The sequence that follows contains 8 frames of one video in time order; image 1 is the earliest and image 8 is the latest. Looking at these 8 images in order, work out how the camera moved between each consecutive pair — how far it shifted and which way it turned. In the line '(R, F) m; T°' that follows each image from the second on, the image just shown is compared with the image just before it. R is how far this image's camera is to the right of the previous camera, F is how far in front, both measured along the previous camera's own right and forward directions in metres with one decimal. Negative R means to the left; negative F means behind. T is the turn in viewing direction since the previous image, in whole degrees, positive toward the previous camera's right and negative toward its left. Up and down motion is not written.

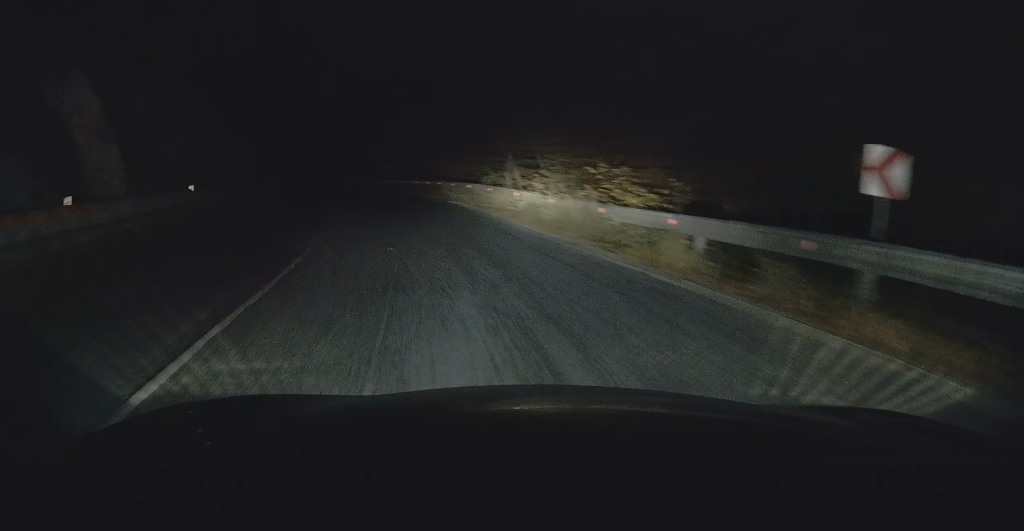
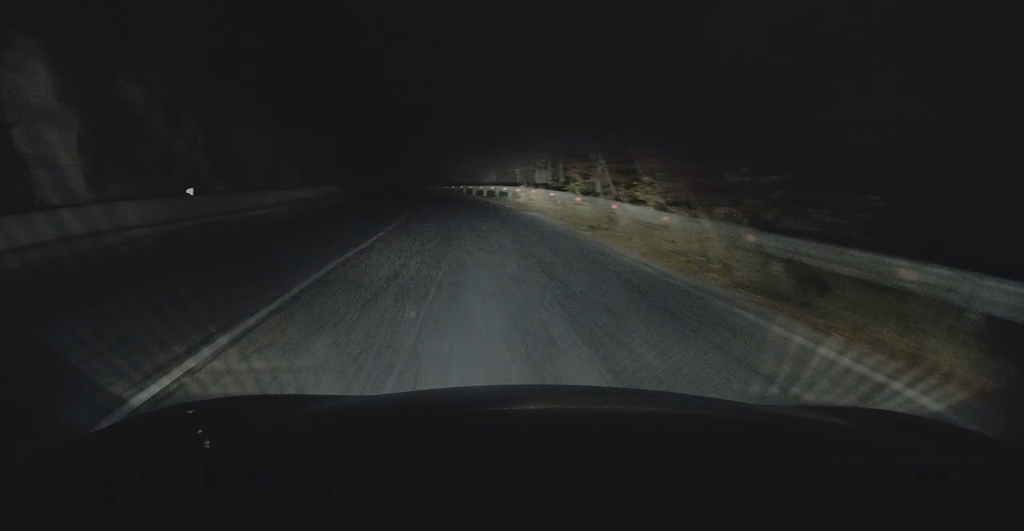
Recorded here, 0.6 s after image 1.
(-0.4, +5.2) m; -10°
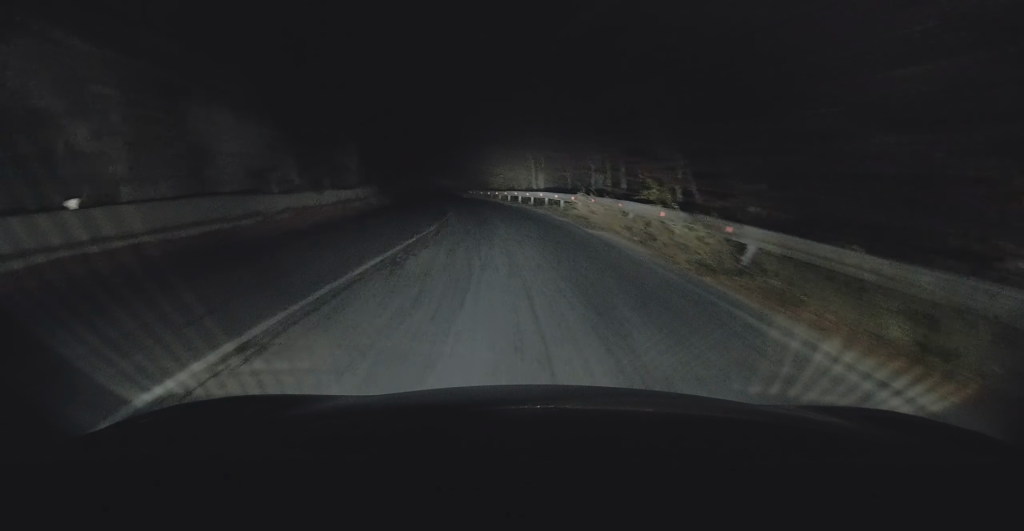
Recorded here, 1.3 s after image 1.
(-0.7, +6.4) m; -9°
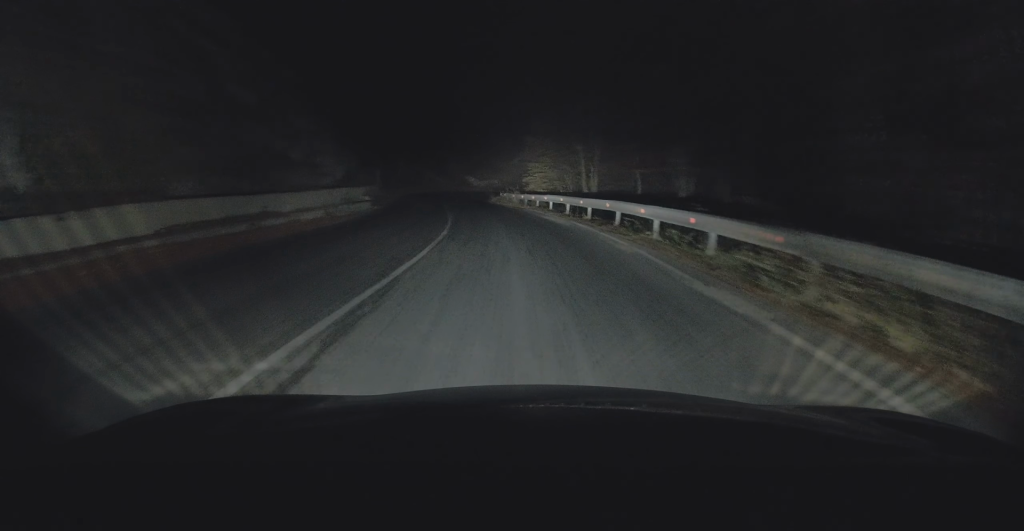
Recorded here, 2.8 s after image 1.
(-2.1, +14.4) m; -11°
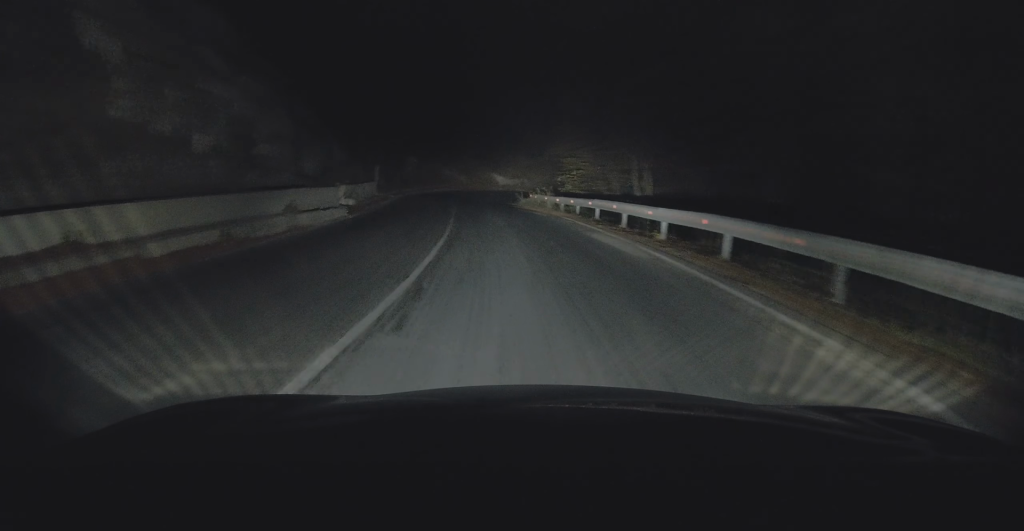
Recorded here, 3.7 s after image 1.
(0.0, +8.2) m; 0°
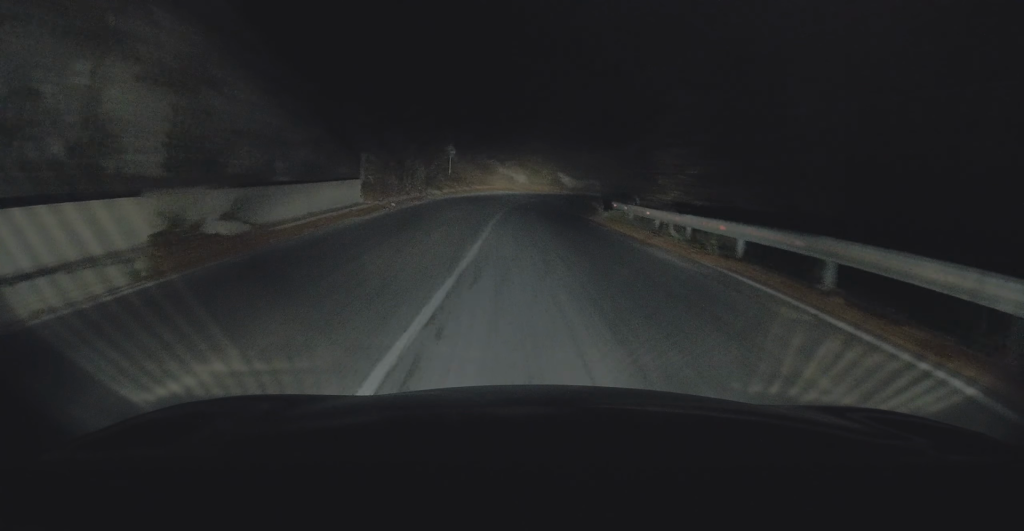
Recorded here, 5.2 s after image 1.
(0.0, +14.0) m; -2°
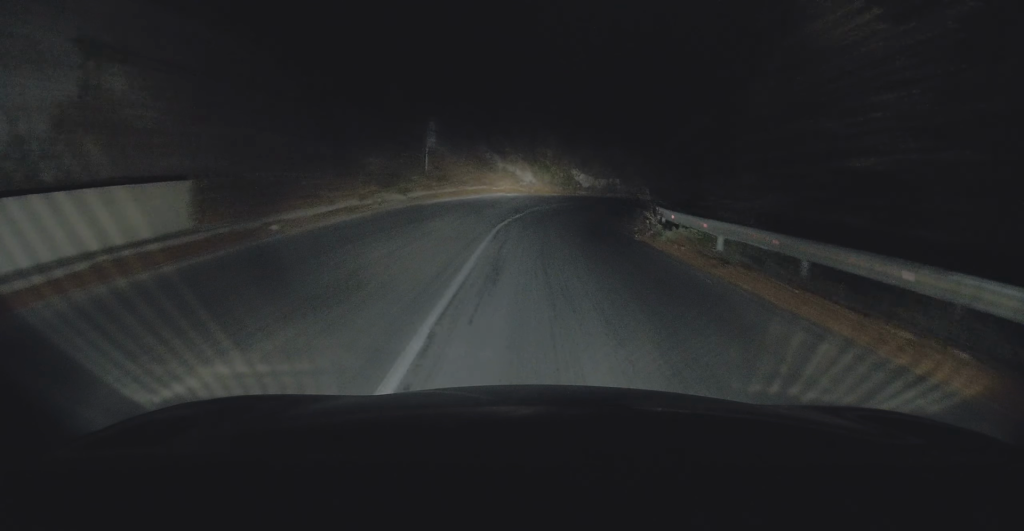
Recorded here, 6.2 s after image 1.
(-0.3, +10.5) m; -3°
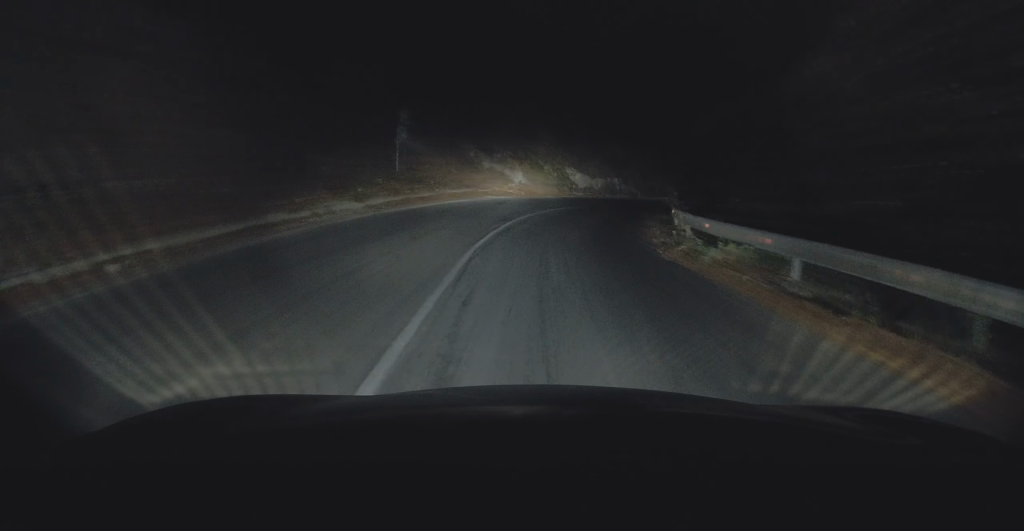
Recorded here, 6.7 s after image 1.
(-0.1, +4.4) m; -1°
